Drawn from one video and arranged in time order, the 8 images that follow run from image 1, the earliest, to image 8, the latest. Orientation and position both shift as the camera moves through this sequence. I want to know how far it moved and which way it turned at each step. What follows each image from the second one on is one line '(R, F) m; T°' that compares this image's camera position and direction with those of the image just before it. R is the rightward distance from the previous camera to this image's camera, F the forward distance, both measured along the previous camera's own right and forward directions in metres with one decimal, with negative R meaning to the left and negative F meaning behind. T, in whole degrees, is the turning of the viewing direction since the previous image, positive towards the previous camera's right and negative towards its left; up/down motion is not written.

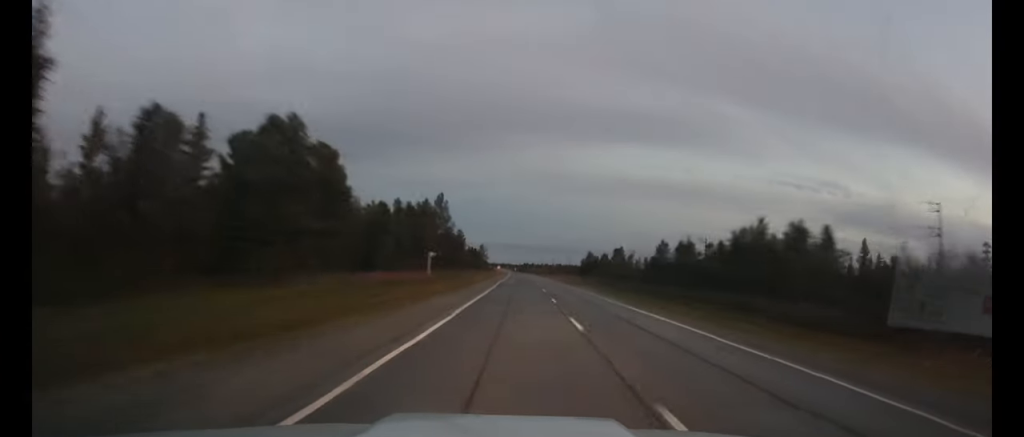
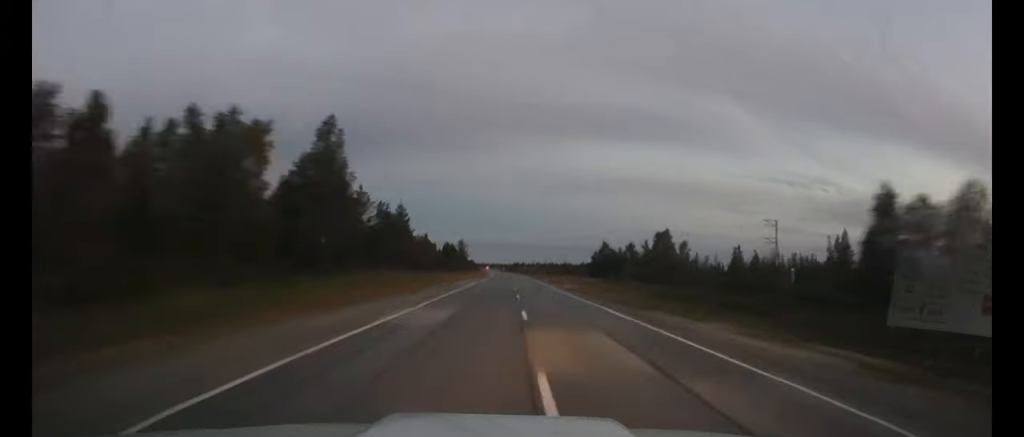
(+0.5, +46.5) m; +1°
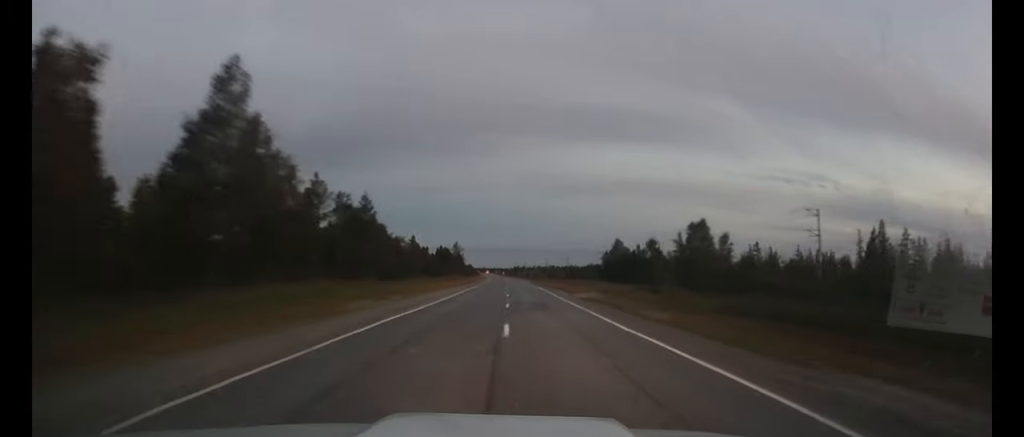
(0.0, +15.4) m; 0°
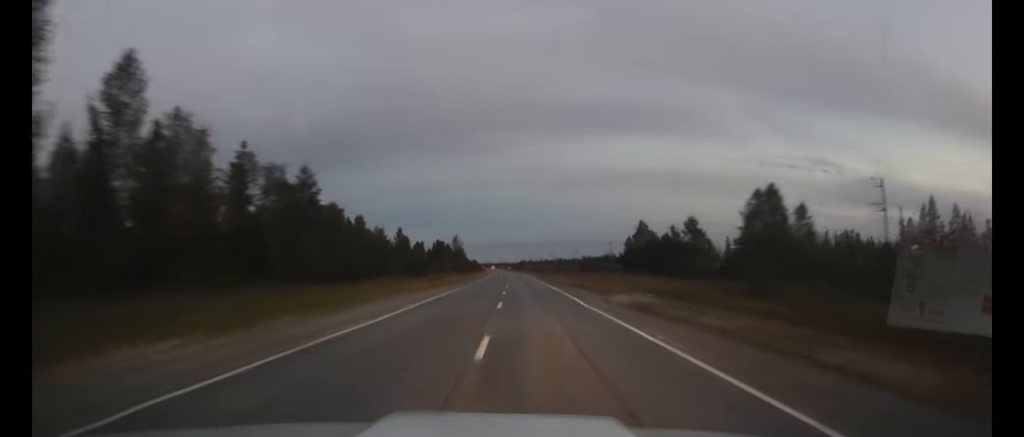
(+0.1, +16.3) m; 0°
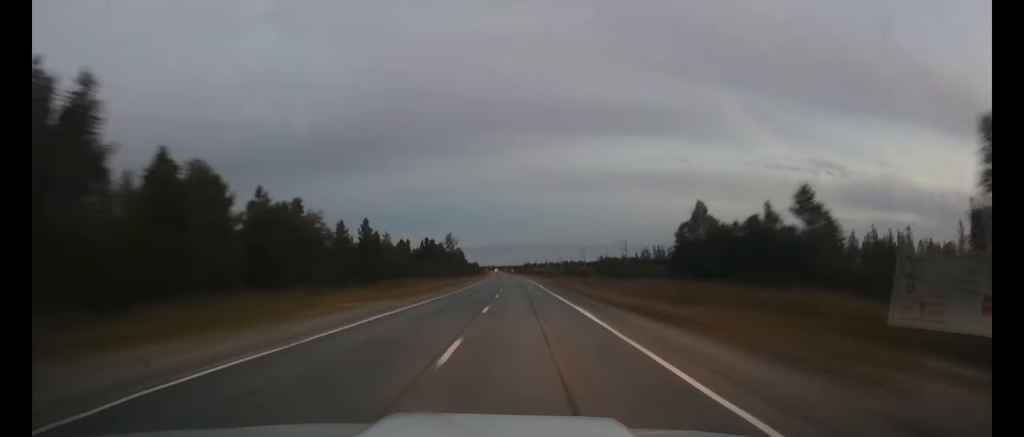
(-0.1, +24.4) m; 0°
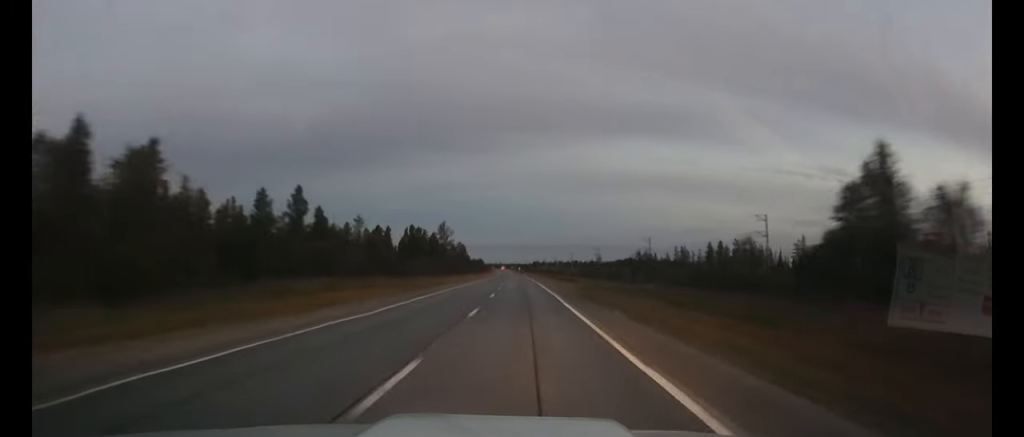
(-0.1, +27.3) m; -1°
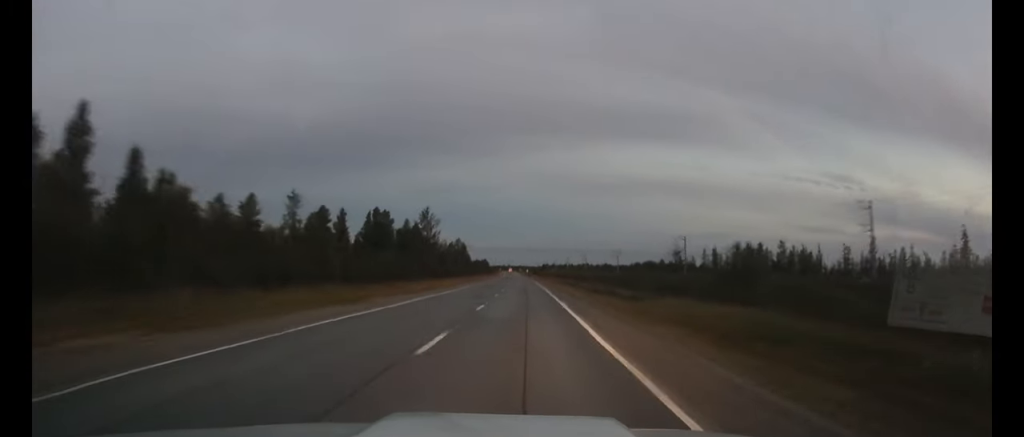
(-0.3, +32.2) m; -1°
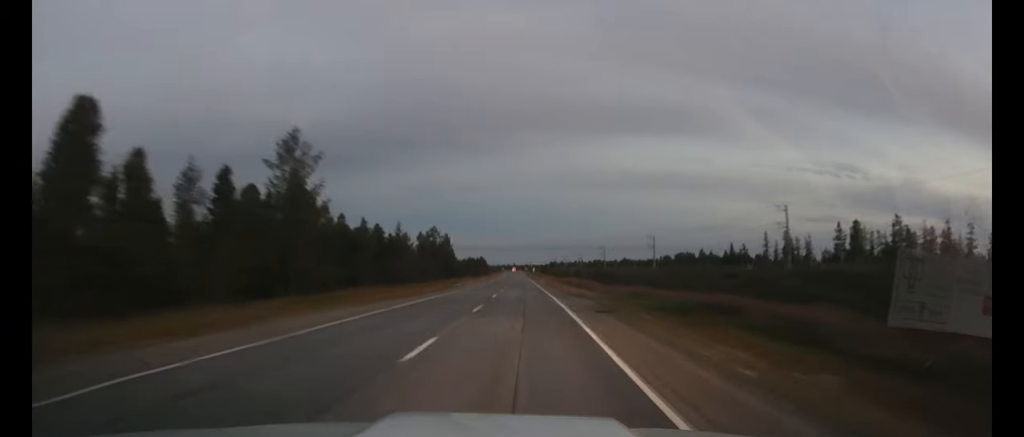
(-0.6, +60.1) m; -1°
